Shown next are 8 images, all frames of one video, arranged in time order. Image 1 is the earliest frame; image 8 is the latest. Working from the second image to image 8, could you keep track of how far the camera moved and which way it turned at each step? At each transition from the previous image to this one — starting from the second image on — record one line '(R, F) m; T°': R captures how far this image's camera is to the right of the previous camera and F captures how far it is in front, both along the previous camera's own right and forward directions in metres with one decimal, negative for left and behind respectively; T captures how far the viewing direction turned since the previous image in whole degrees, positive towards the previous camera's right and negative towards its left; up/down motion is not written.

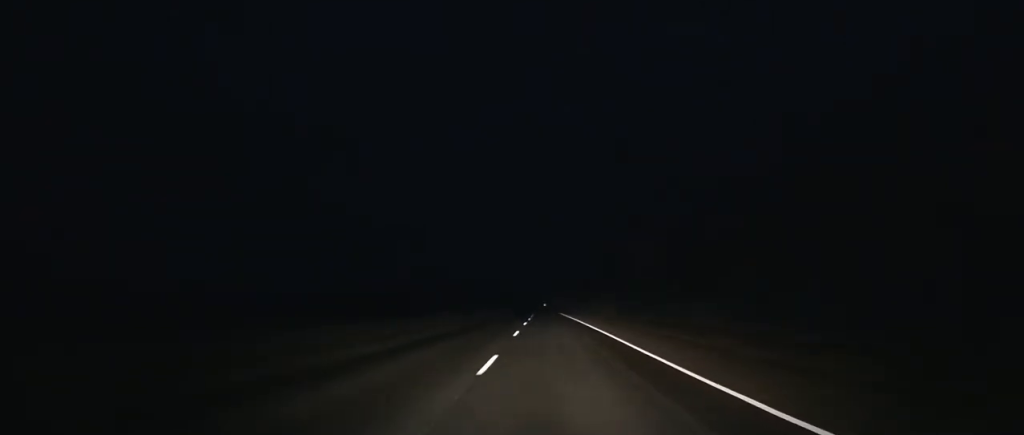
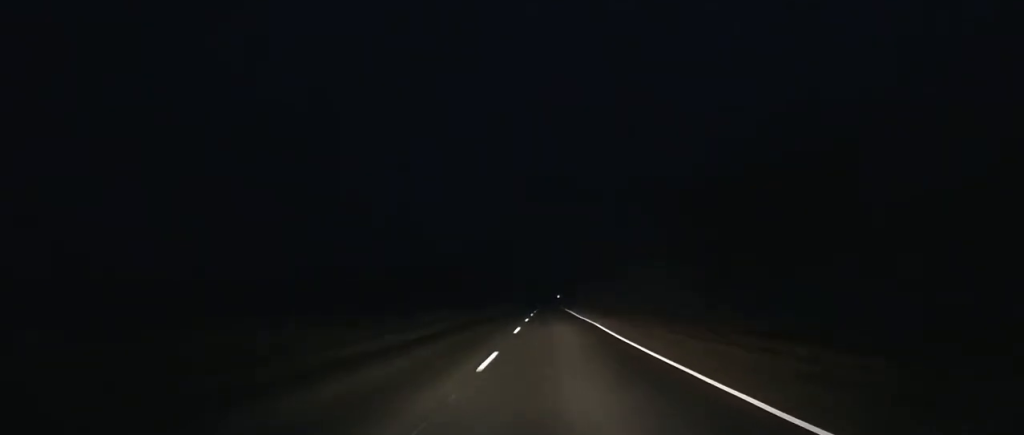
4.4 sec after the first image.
(-1.6, +140.0) m; -1°
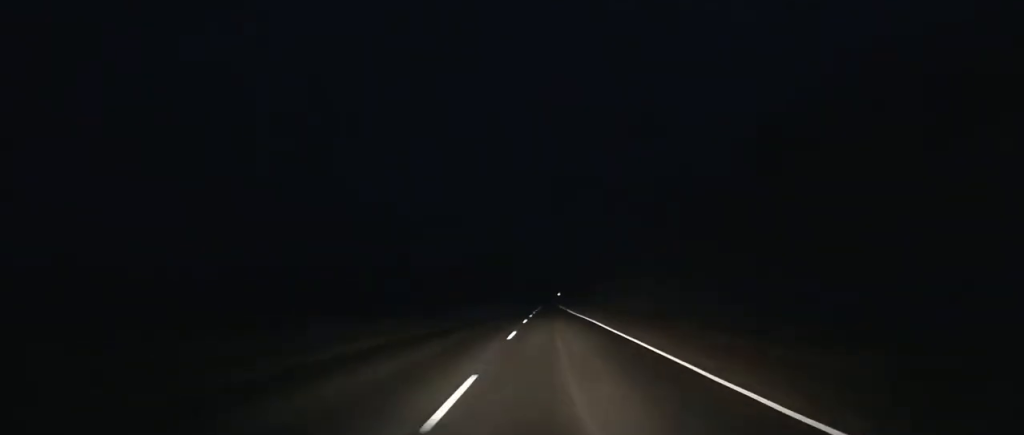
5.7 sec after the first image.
(-0.1, +41.4) m; 0°
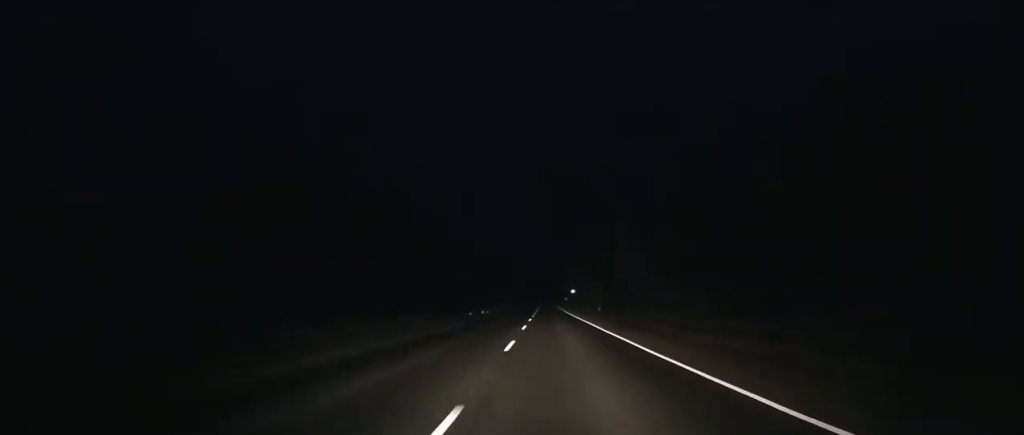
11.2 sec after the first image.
(-0.1, +183.9) m; 0°
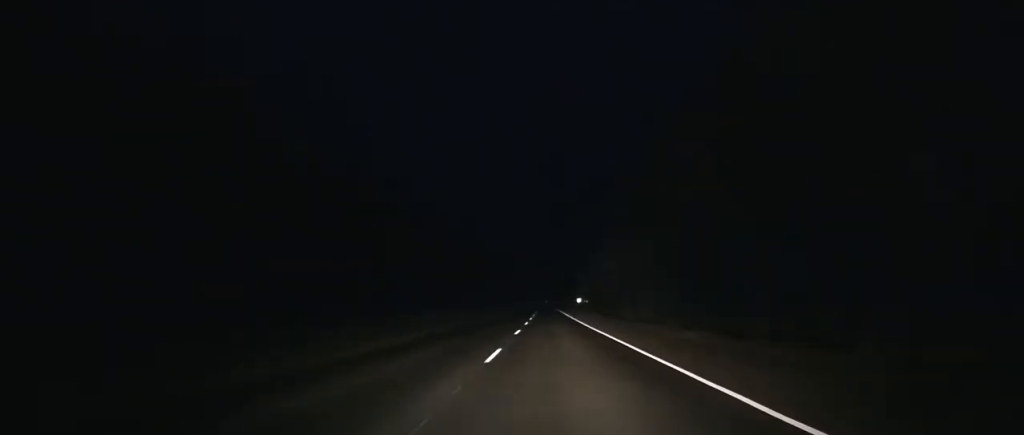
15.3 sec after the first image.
(+0.2, +132.3) m; 0°
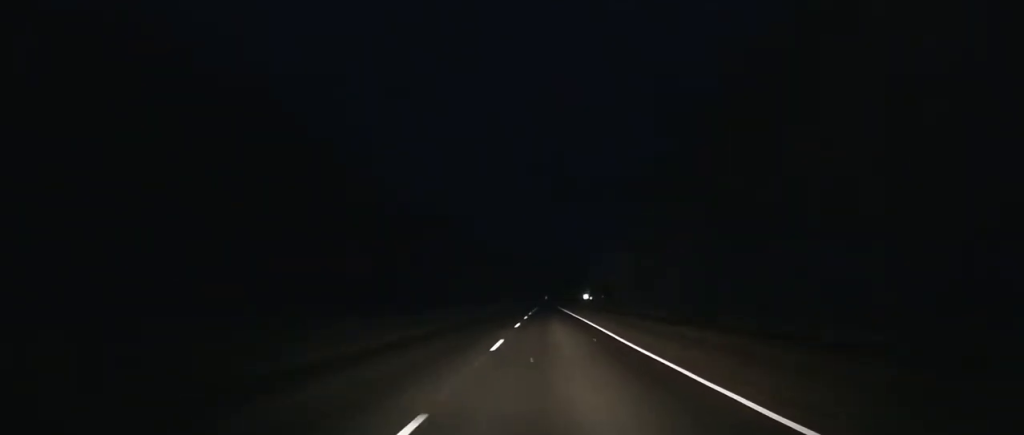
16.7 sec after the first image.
(+0.2, +42.0) m; +1°
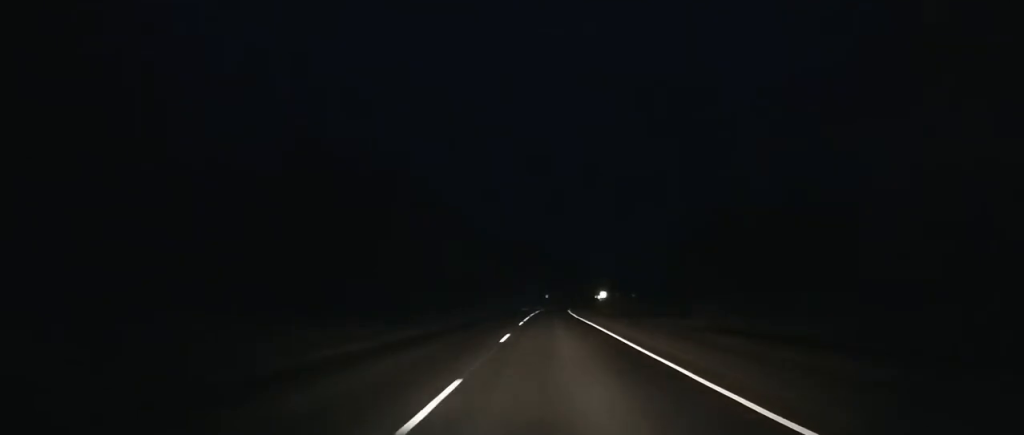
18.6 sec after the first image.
(-0.2, +56.2) m; +1°
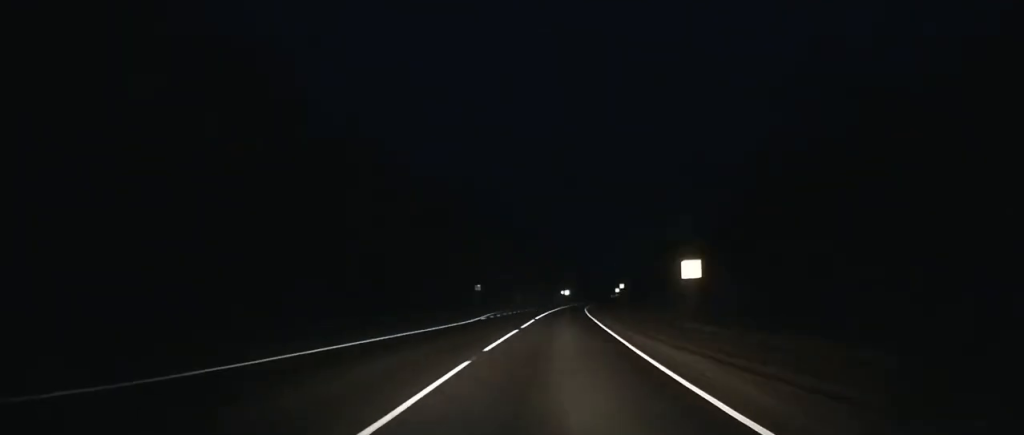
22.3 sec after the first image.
(+3.8, +105.9) m; +4°
